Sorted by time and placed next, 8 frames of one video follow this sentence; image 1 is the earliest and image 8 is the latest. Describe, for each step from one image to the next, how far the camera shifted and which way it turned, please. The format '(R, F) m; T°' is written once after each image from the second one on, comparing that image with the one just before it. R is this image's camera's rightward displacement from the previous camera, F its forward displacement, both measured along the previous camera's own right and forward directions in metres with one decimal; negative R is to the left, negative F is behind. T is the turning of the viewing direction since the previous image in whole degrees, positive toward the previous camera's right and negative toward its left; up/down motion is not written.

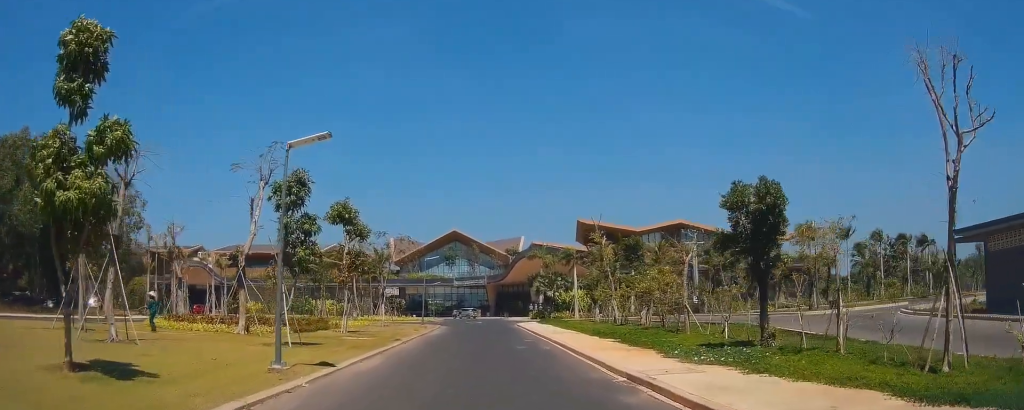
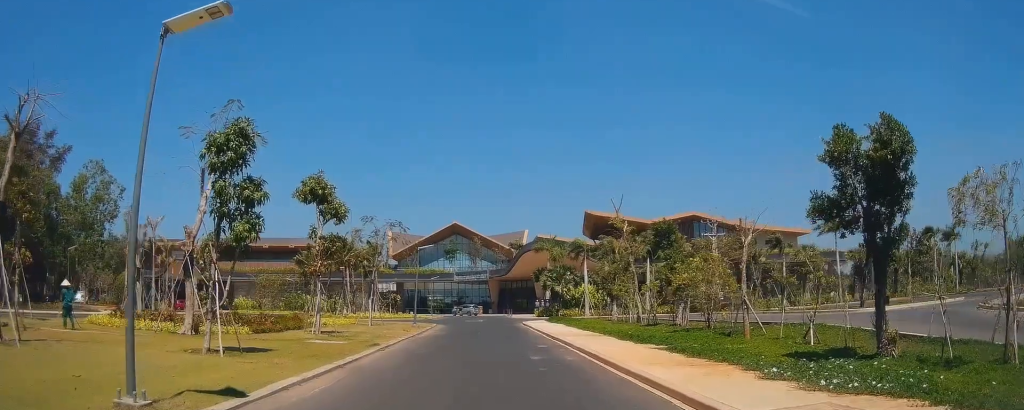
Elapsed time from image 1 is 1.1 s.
(-0.1, +6.0) m; -2°
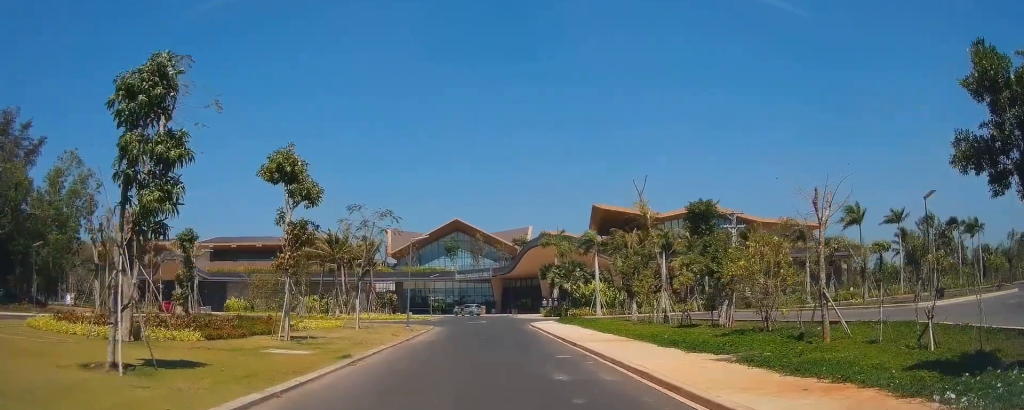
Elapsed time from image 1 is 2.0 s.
(0.0, +4.8) m; +3°
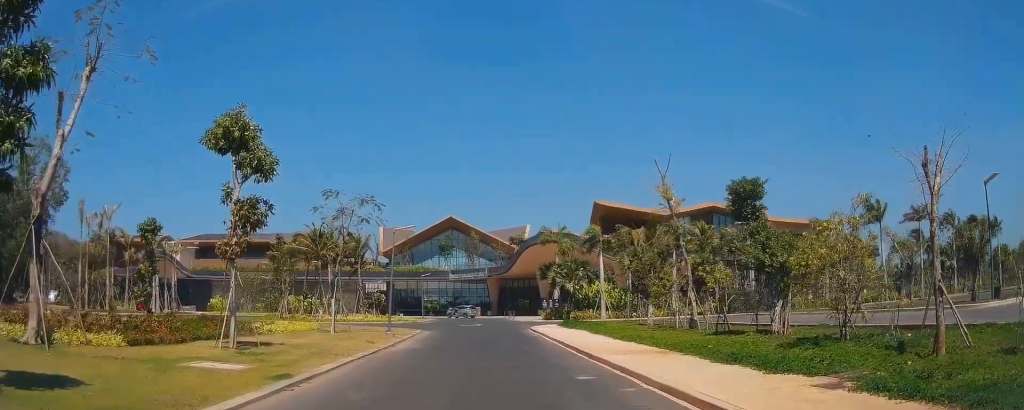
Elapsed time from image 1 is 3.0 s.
(+0.3, +4.8) m; +3°
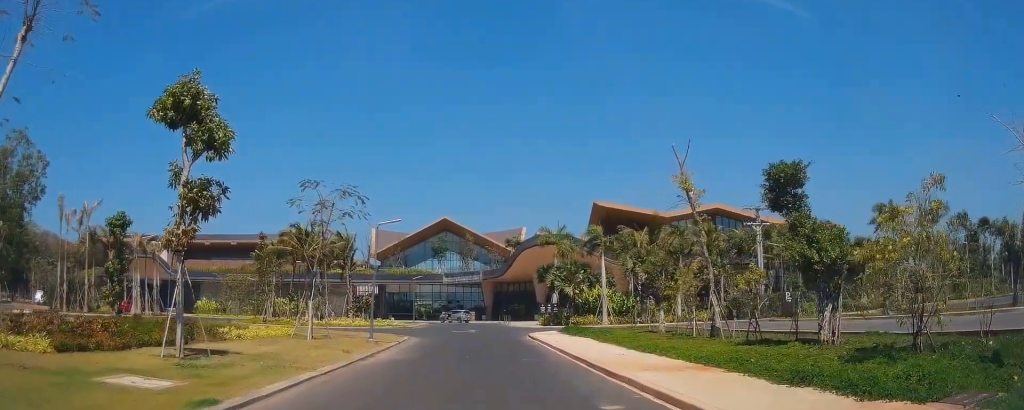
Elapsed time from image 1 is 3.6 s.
(+0.1, +3.2) m; -2°
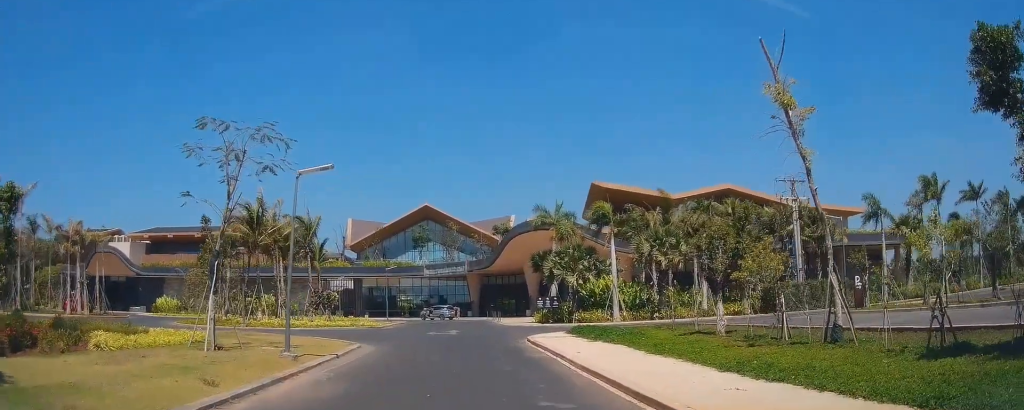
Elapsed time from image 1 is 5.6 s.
(-1.1, +9.6) m; -5°
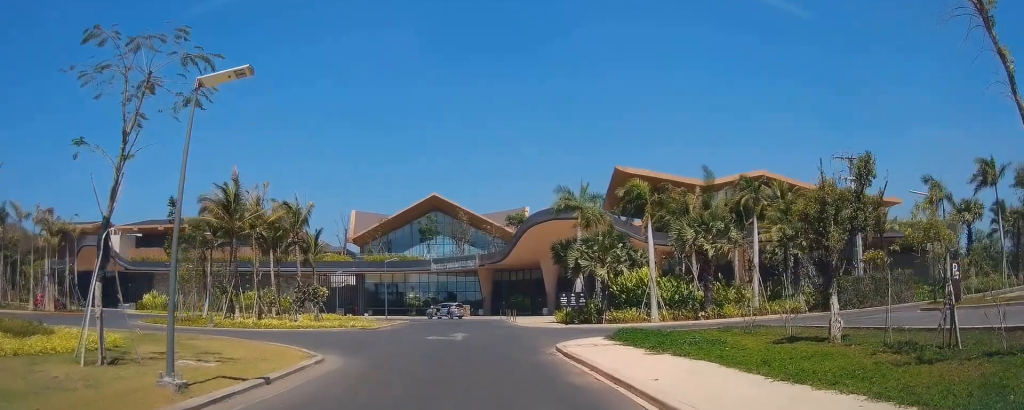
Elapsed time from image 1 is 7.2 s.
(+1.4, +7.0) m; +6°
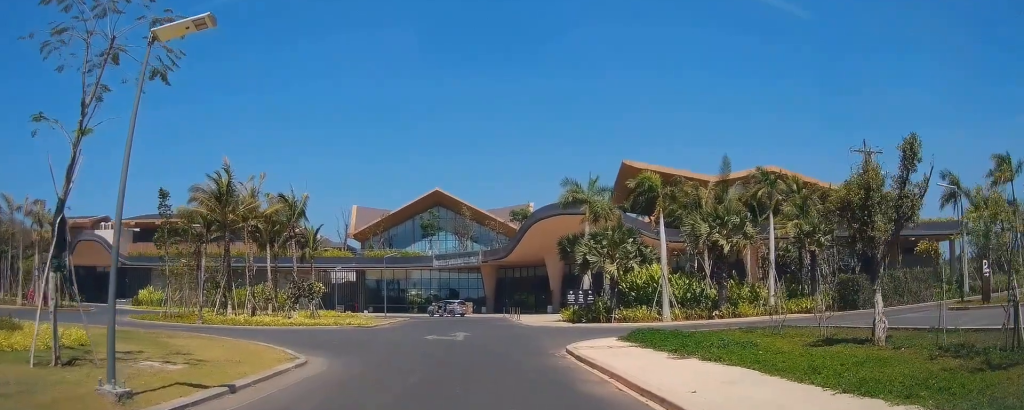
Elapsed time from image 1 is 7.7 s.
(-0.2, +1.8) m; -4°
